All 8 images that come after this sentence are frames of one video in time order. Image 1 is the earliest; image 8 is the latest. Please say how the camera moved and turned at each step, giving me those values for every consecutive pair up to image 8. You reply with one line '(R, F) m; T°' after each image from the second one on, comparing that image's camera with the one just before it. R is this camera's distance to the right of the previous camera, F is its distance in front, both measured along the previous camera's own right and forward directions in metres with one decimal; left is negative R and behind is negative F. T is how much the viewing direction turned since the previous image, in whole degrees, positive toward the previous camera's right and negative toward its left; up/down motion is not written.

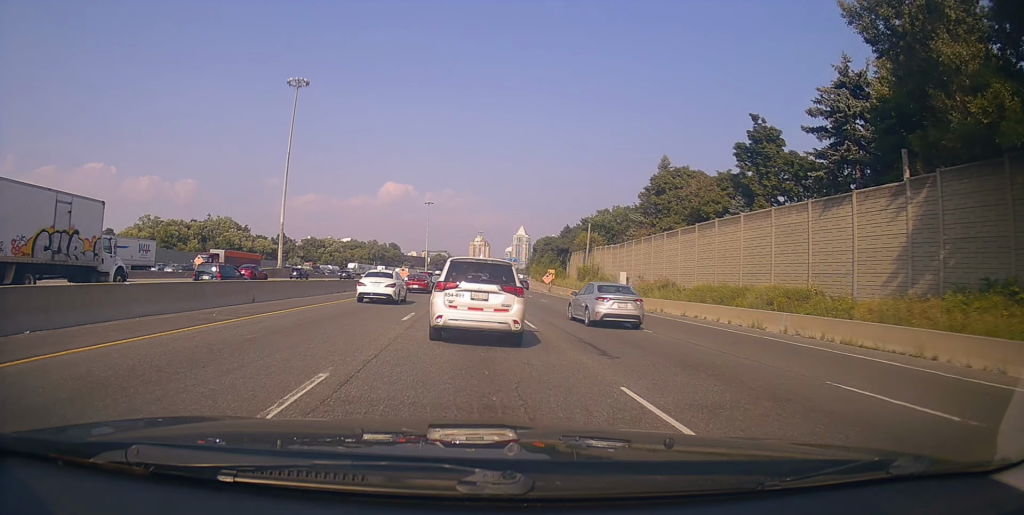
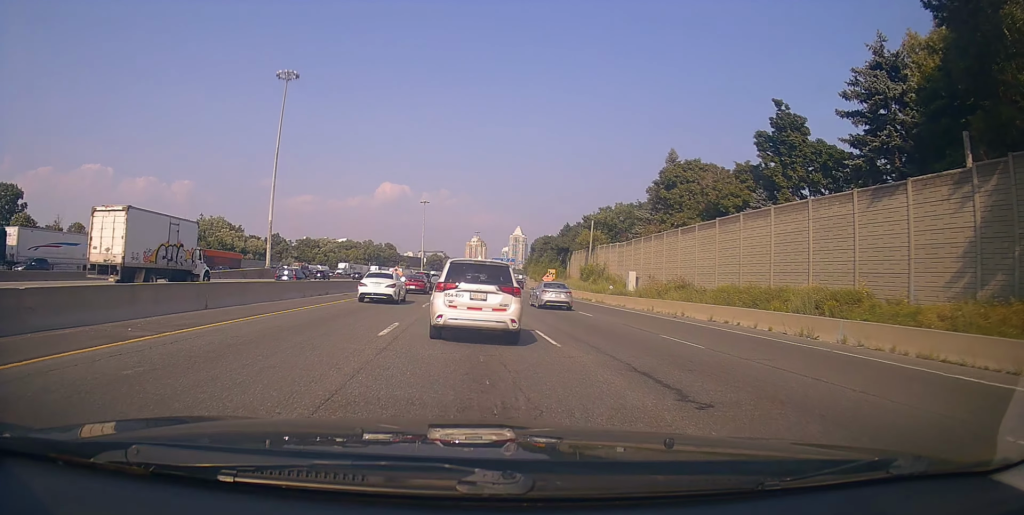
(+0.1, +4.4) m; +1°
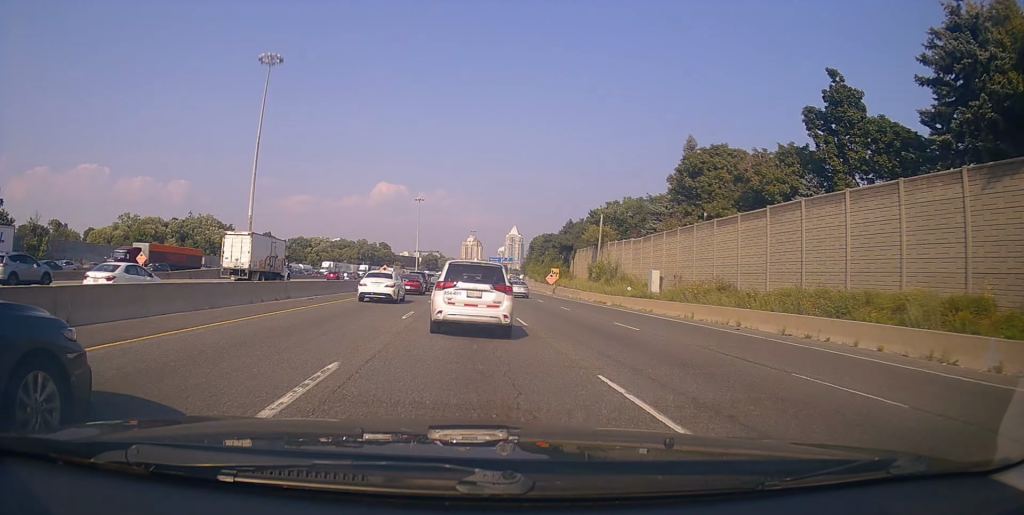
(0.0, +7.1) m; -3°
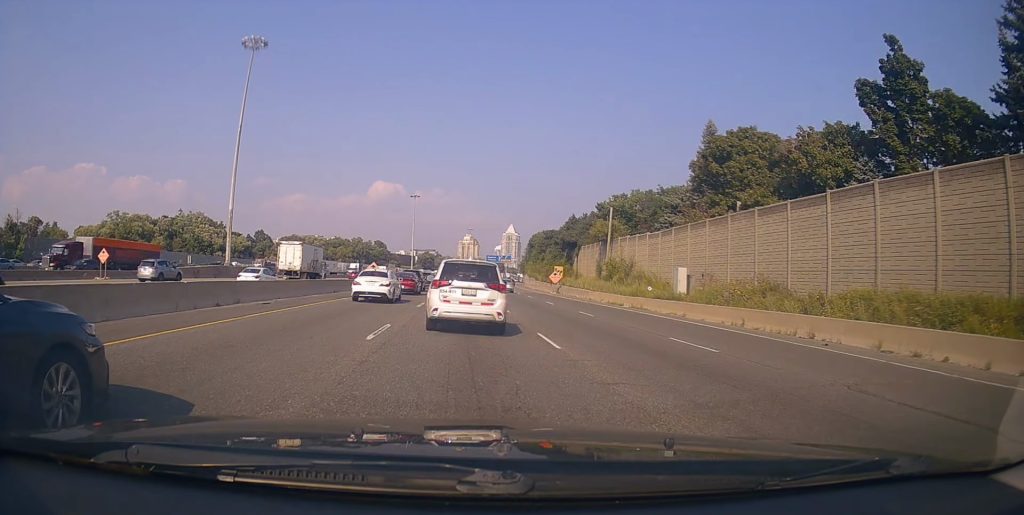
(-0.3, +5.8) m; -1°
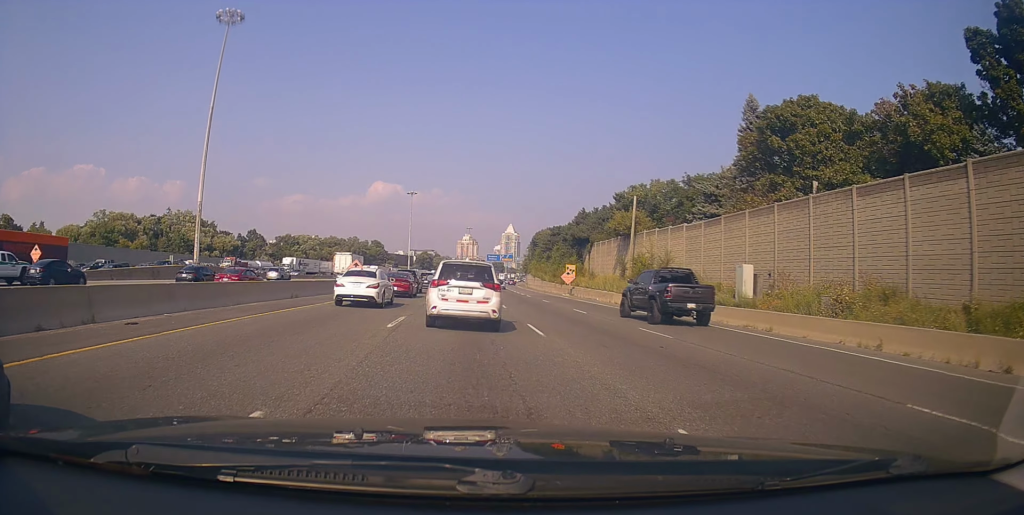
(+0.7, +9.5) m; +6°
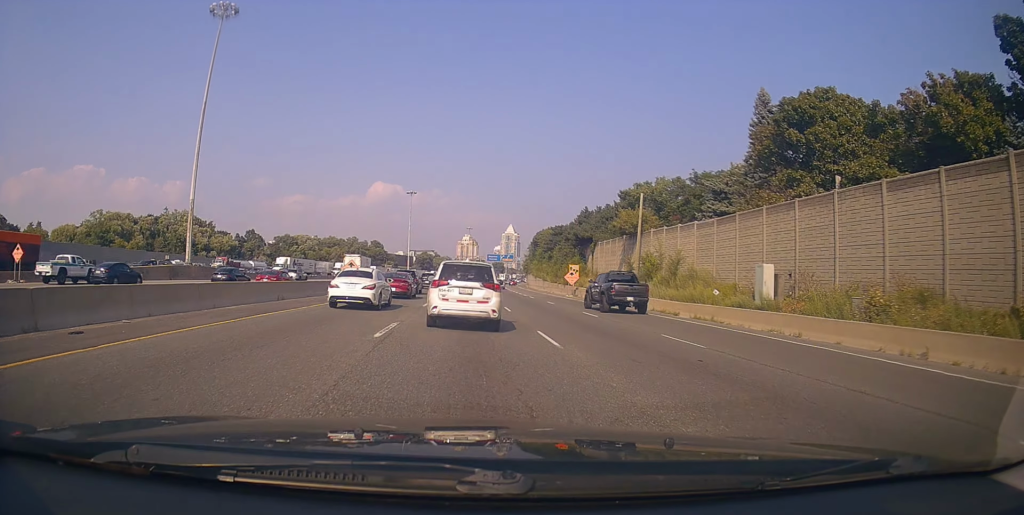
(+0.3, +2.2) m; -3°
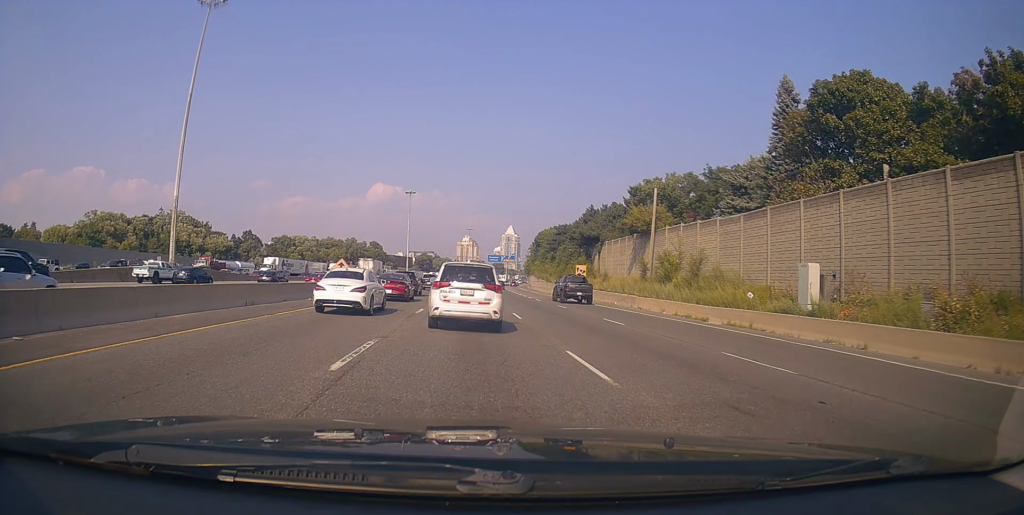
(-0.3, +3.9) m; -4°
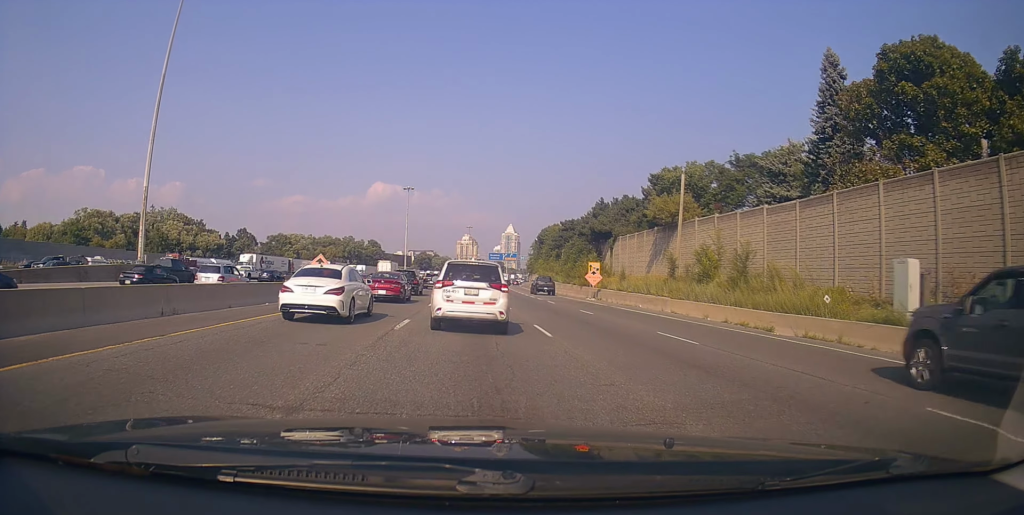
(-0.3, +6.5) m; +4°
